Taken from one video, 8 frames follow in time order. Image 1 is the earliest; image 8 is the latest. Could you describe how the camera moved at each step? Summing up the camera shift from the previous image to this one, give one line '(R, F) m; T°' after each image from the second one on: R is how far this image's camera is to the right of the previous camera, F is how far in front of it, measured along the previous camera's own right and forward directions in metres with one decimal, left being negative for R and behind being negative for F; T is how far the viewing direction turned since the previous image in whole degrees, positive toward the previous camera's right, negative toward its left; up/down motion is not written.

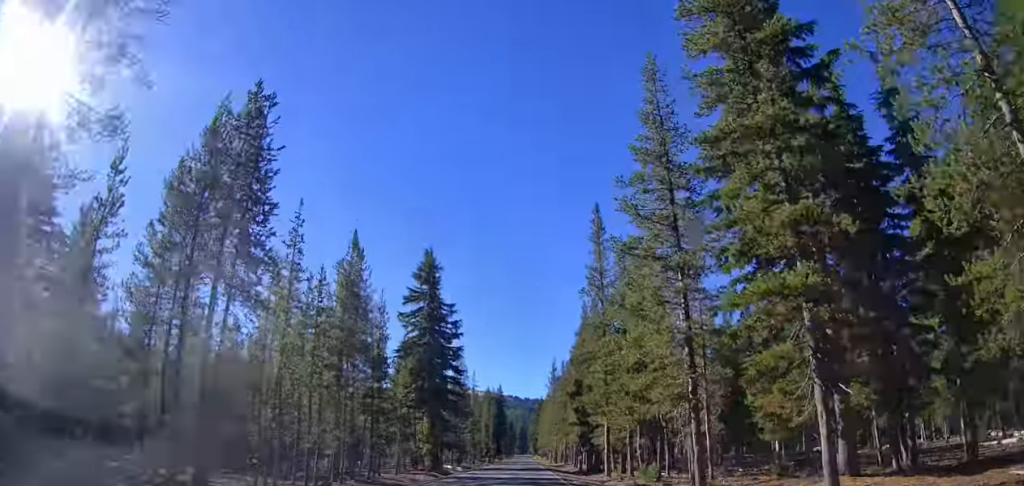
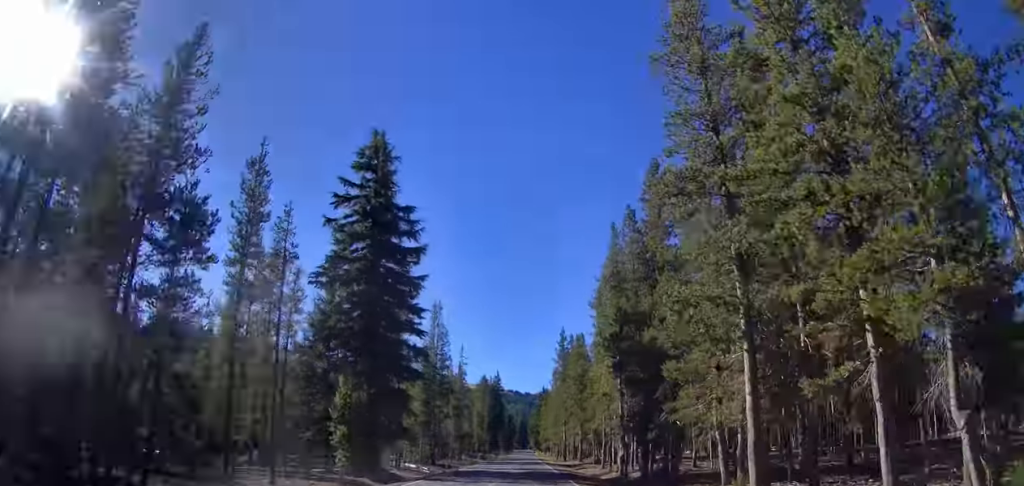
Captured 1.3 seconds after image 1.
(+0.7, +27.9) m; +2°
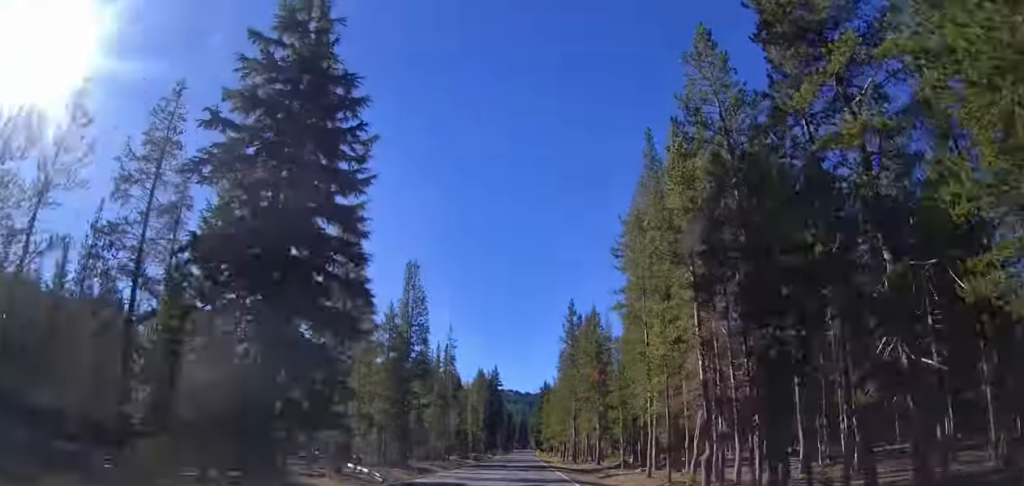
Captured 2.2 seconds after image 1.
(0.0, +17.5) m; -2°
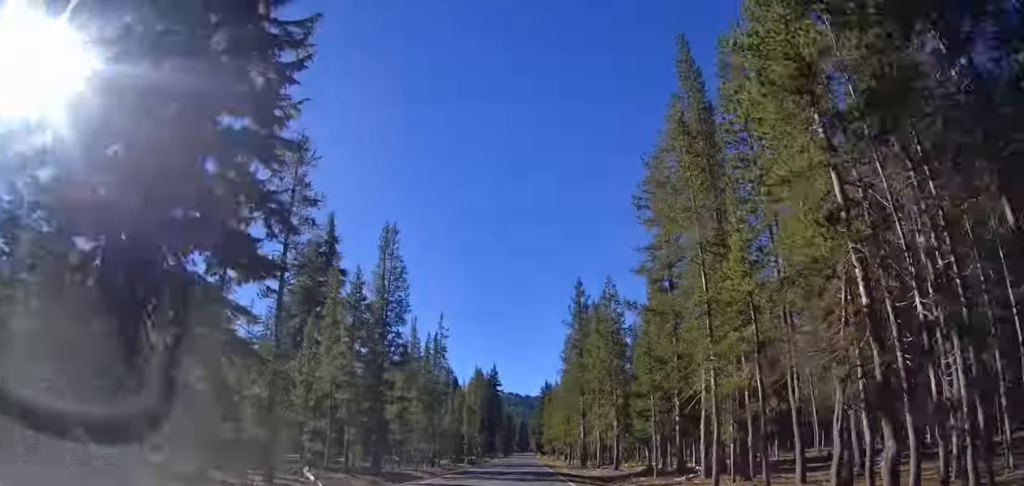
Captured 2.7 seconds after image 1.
(-0.3, +10.5) m; 0°
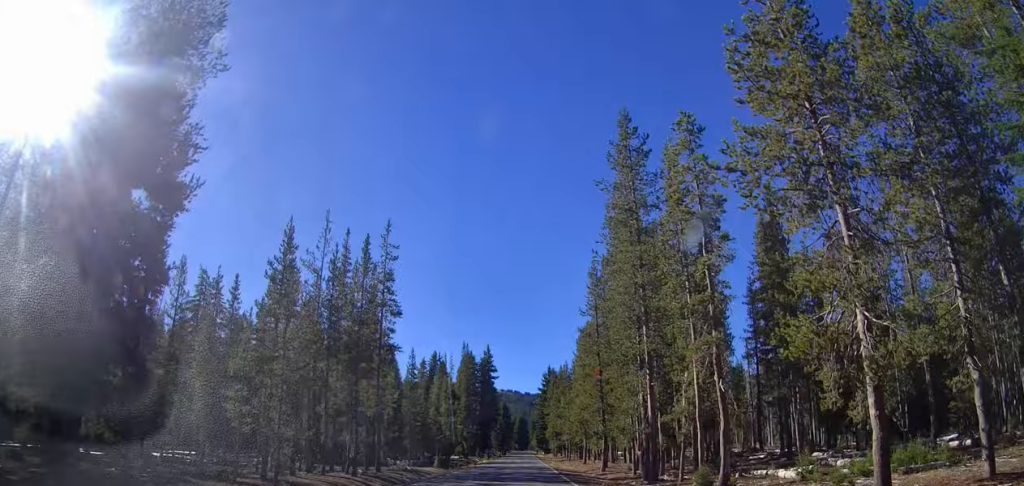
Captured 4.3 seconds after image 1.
(+0.4, +33.4) m; 0°
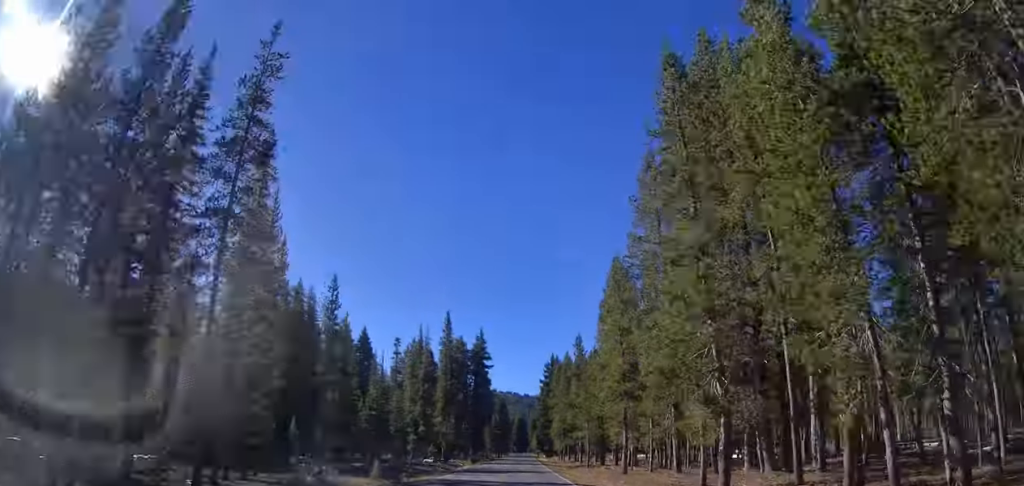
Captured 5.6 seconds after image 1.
(-0.6, +27.2) m; 0°
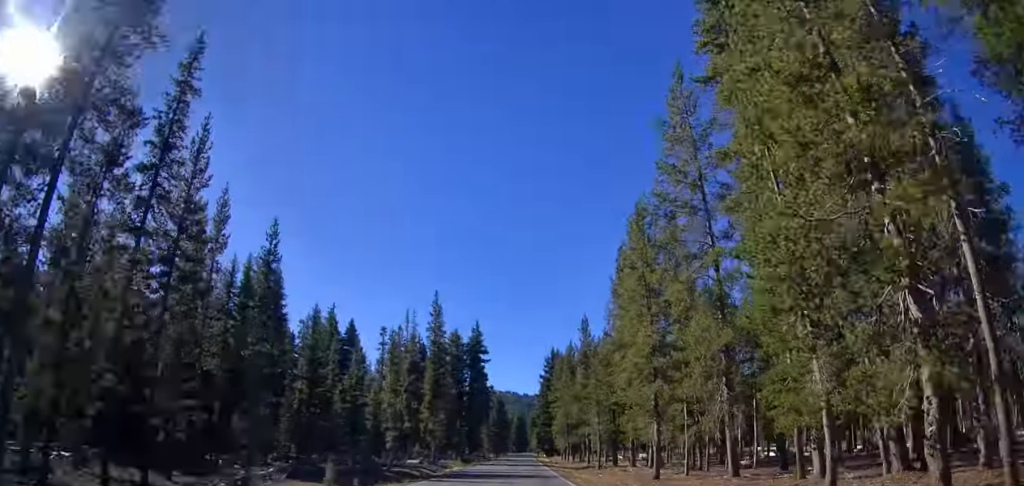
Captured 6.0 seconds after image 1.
(+0.3, +9.7) m; +1°
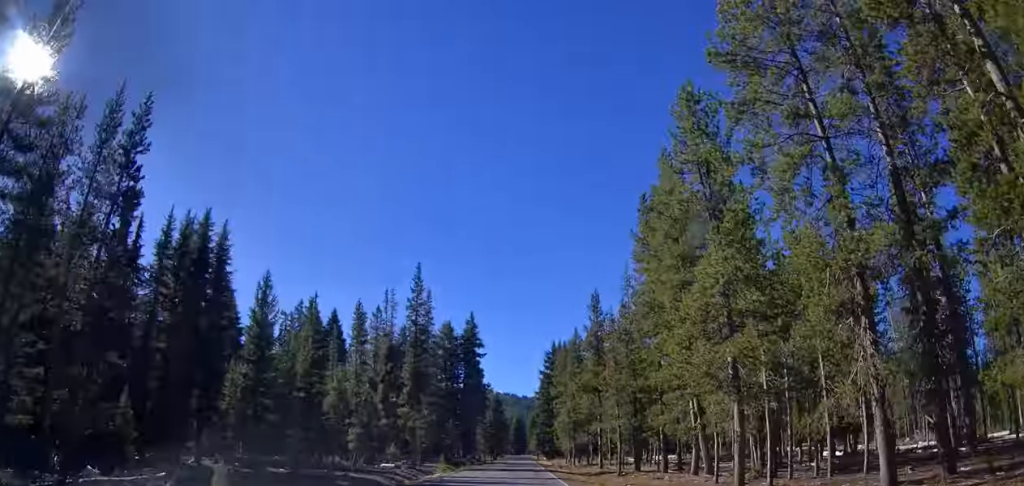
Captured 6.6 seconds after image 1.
(0.0, +11.8) m; 0°
